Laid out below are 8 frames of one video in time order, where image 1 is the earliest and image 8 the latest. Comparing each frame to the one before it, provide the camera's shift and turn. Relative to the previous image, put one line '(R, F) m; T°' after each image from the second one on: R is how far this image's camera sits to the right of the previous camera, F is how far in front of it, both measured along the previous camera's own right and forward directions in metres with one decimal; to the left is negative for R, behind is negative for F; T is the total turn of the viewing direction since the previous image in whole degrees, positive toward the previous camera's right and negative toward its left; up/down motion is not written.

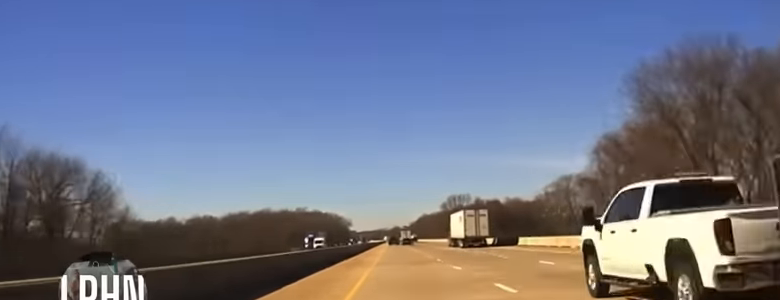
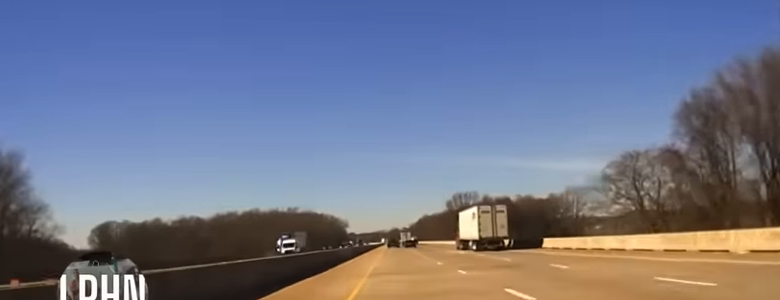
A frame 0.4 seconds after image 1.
(0.0, +27.3) m; 0°
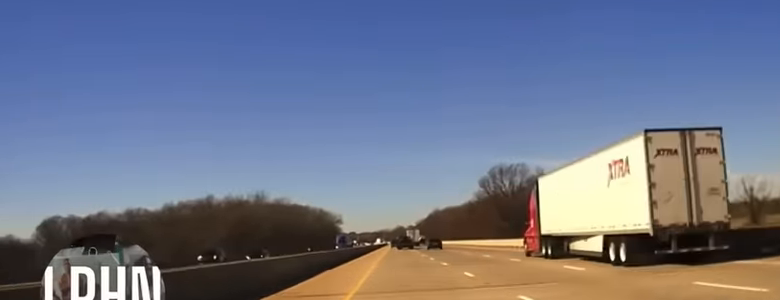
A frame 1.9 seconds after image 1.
(0.0, +90.2) m; 0°
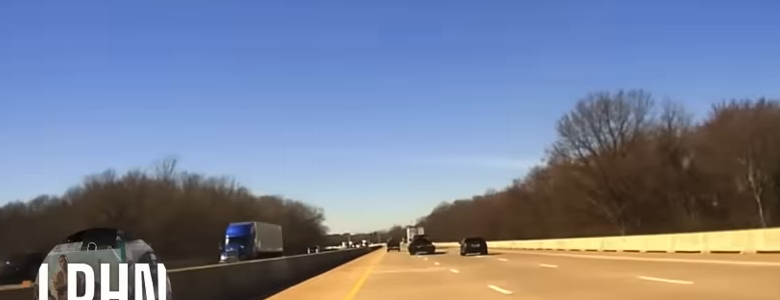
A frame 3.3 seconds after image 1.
(+0.3, +81.2) m; 0°
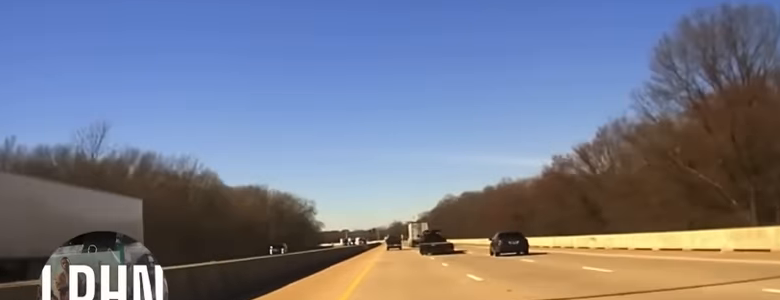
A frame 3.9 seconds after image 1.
(-0.2, +31.7) m; 0°
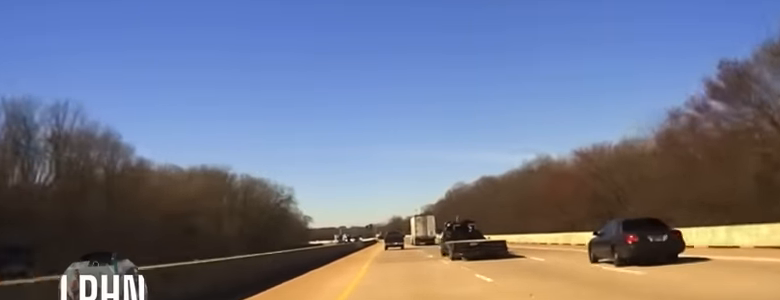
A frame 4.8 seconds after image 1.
(-0.1, +51.9) m; 0°
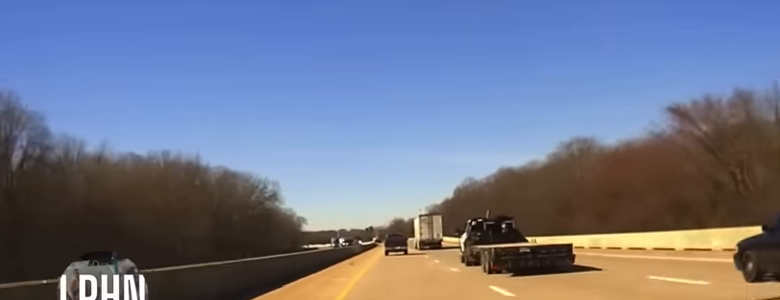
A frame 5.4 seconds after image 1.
(+0.2, +28.5) m; 0°
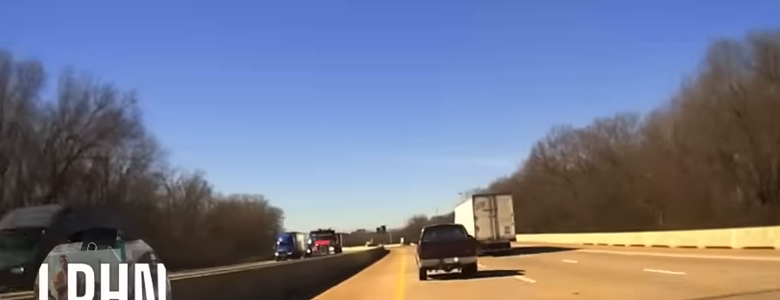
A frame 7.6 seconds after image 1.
(-0.7, +106.7) m; -1°
